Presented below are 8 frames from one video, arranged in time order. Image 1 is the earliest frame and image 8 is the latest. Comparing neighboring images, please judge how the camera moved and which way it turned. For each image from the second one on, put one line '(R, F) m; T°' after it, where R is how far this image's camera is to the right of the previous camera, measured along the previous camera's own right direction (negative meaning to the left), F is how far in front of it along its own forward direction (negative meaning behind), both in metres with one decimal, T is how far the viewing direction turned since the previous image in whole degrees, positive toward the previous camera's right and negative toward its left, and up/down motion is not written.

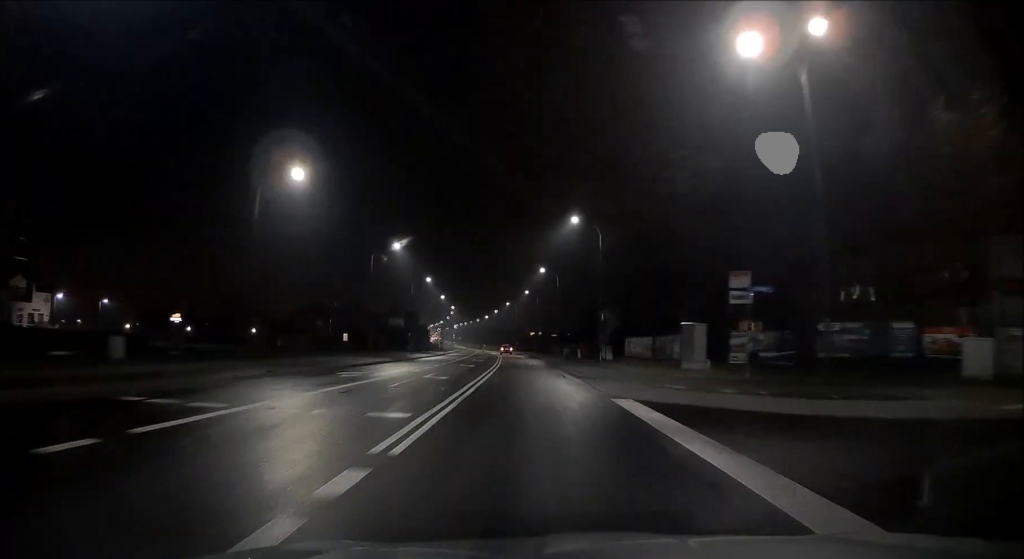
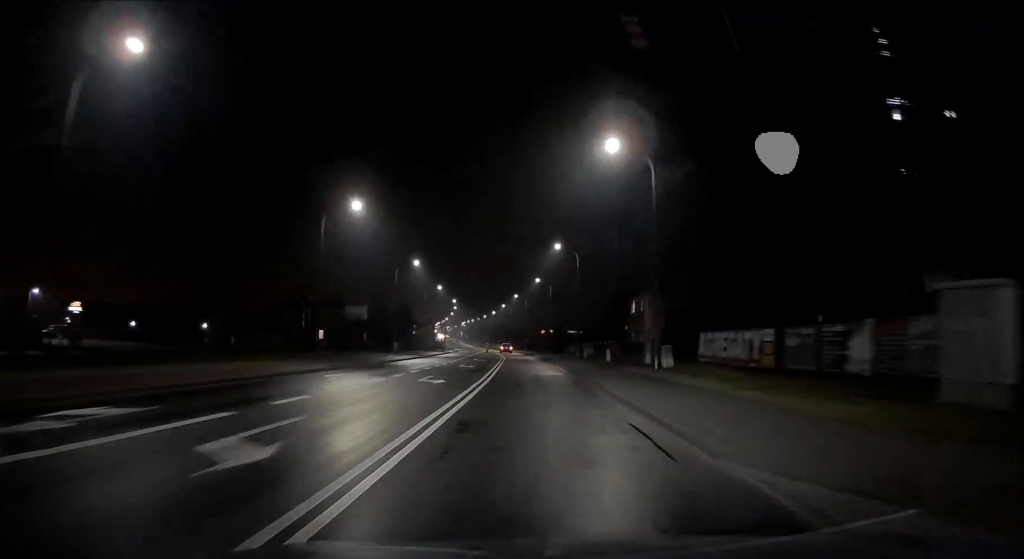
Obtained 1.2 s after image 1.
(-0.4, +16.9) m; 0°
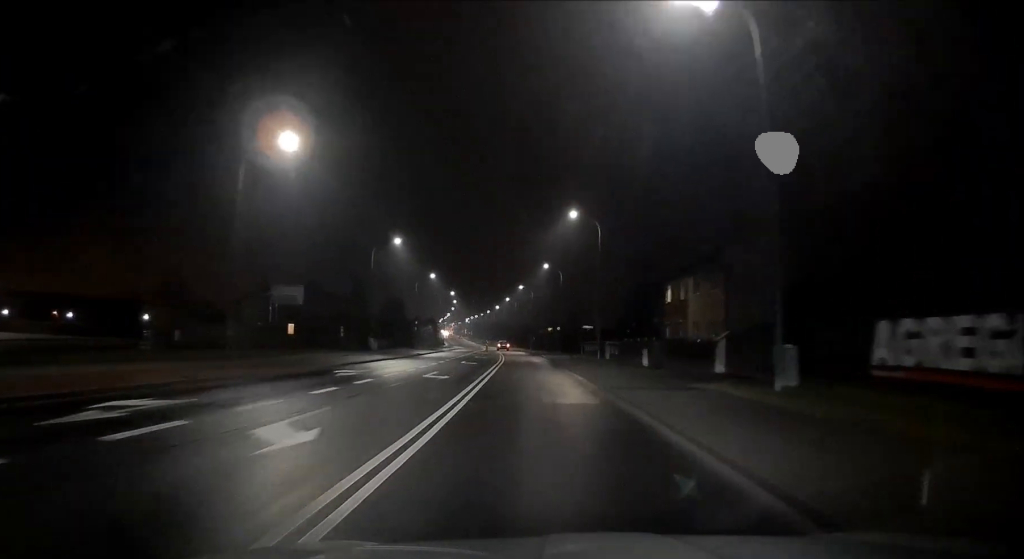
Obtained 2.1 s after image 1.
(+0.2, +13.7) m; 0°
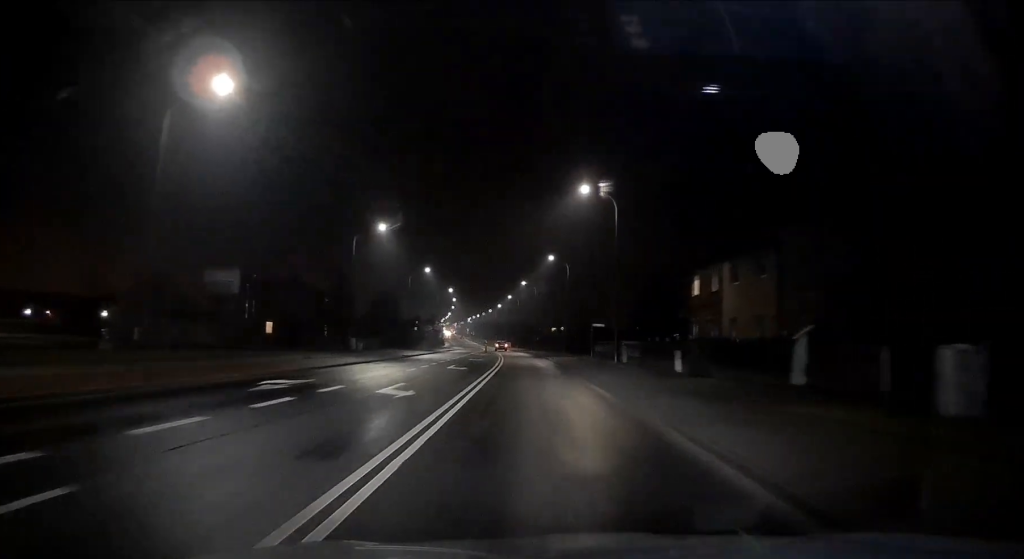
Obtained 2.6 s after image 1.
(+0.1, +7.4) m; -1°
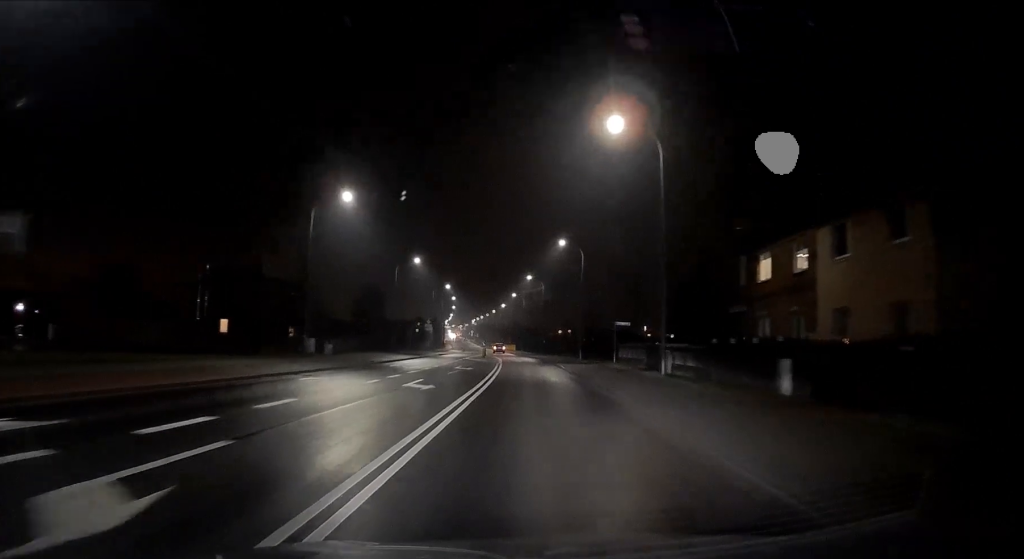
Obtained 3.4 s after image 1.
(-0.2, +11.8) m; -1°
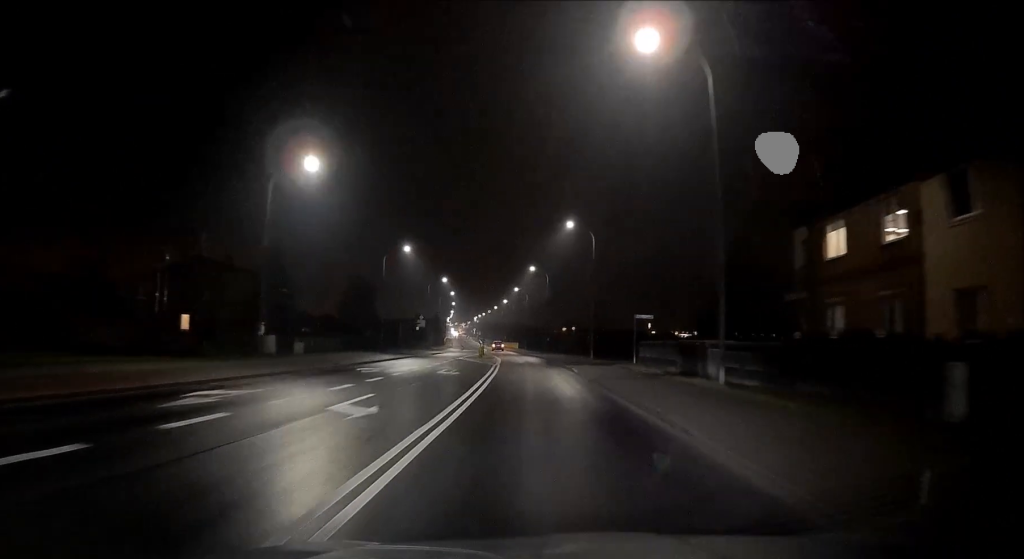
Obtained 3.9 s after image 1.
(-0.1, +7.4) m; -1°
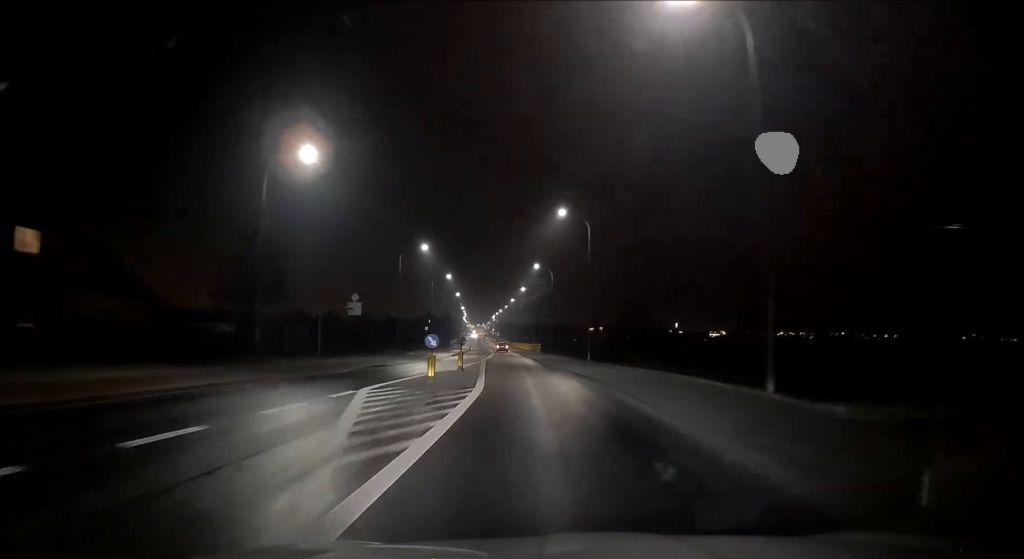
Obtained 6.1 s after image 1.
(+0.5, +33.4) m; 0°
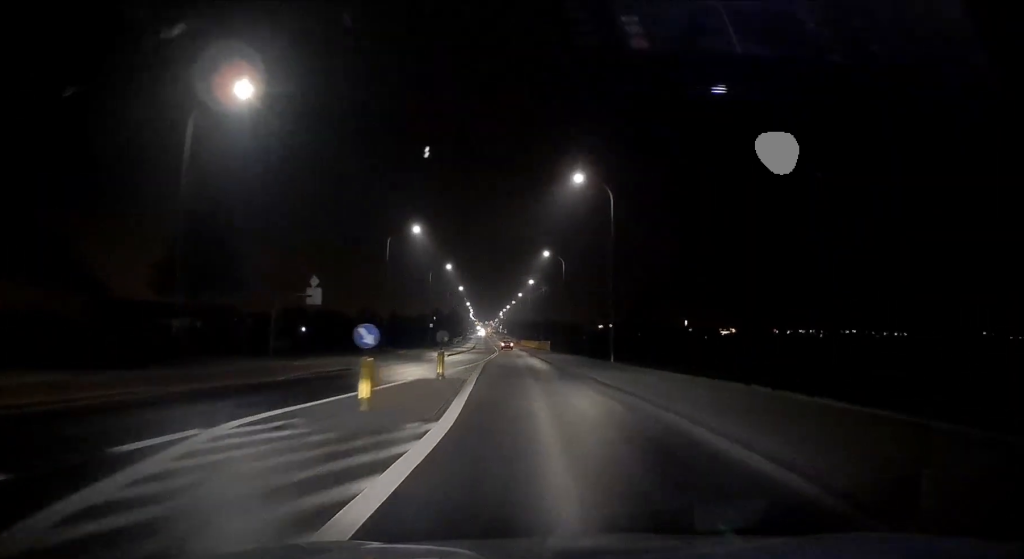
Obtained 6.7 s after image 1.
(-0.1, +8.5) m; -2°
